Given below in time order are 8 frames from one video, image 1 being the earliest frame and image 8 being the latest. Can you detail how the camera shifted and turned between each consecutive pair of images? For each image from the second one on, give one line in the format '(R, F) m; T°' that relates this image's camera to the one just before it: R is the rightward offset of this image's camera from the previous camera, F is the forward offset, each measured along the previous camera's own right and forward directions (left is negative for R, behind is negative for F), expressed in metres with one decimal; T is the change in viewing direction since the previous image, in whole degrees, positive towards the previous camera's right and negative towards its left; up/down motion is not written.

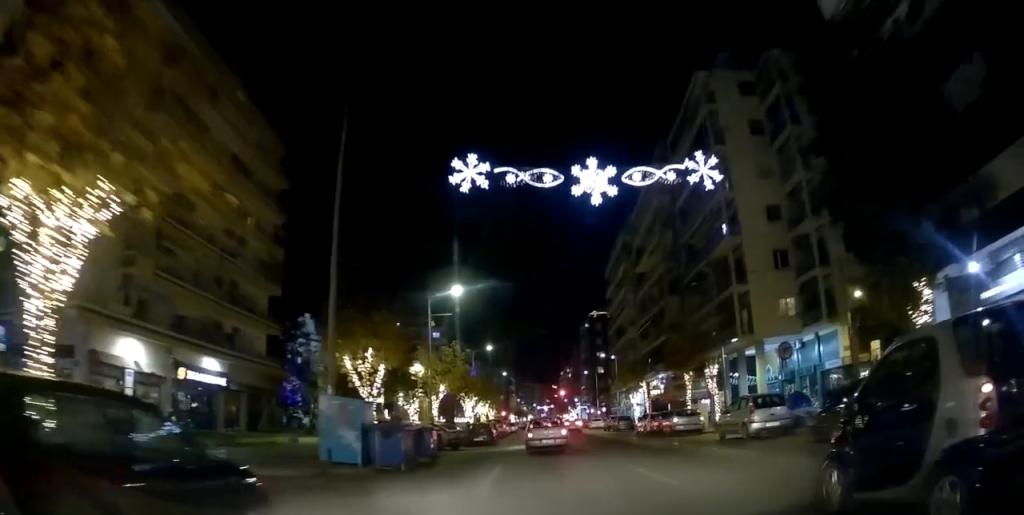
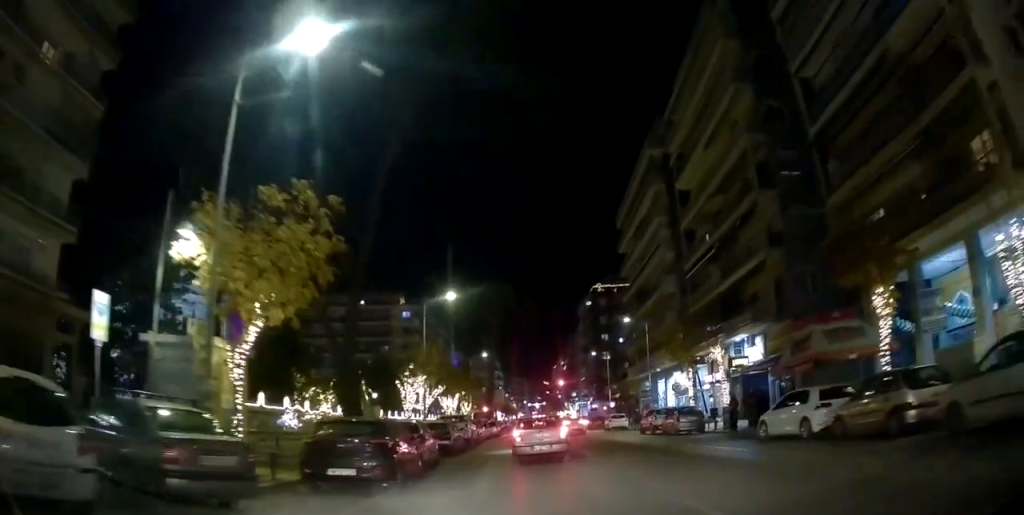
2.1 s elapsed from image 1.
(+2.9, +26.7) m; +10°
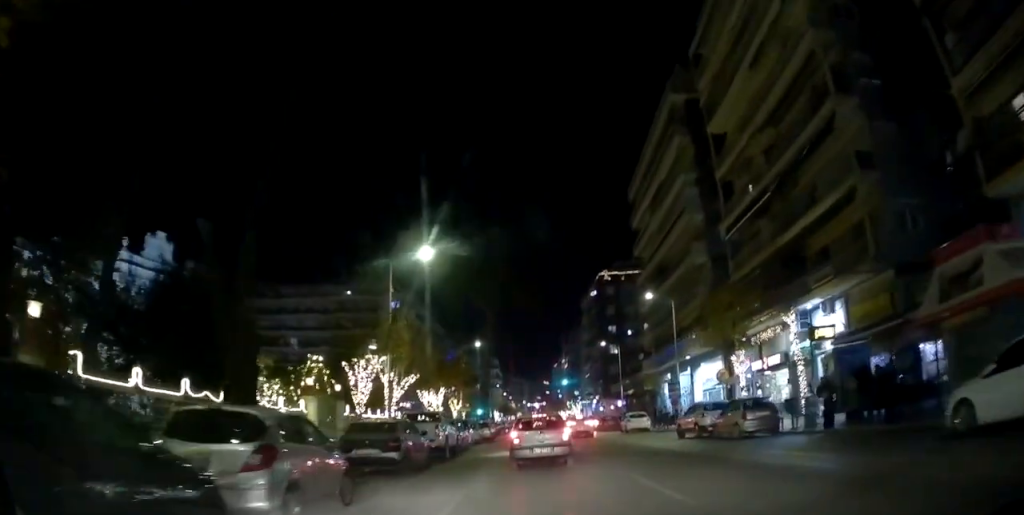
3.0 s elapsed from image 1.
(0.0, +10.8) m; -1°
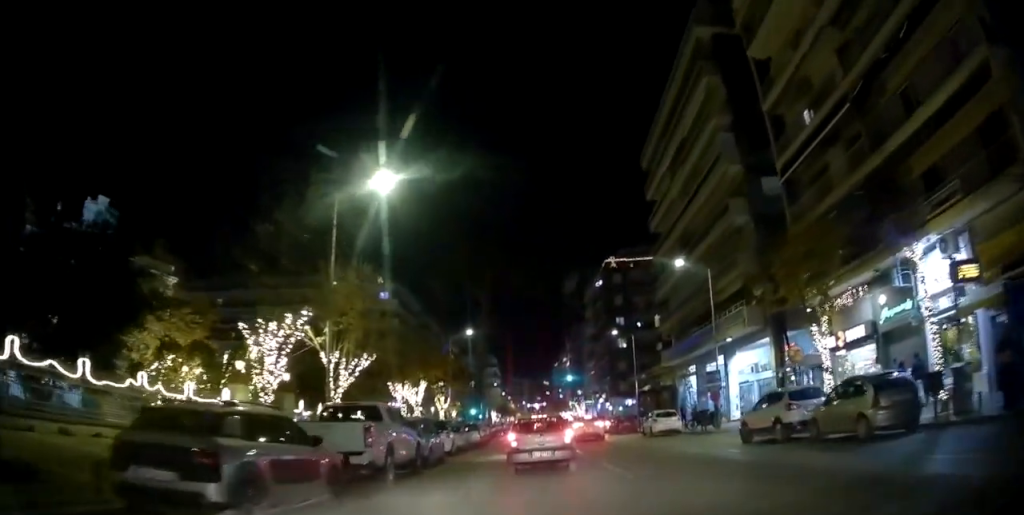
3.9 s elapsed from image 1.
(-0.2, +9.6) m; +3°
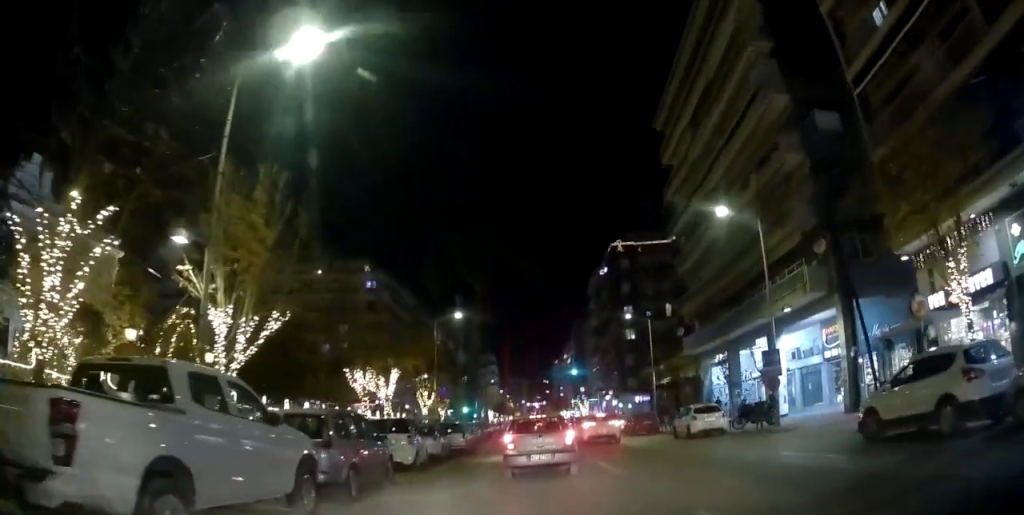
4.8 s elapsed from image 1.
(+0.6, +8.1) m; +1°
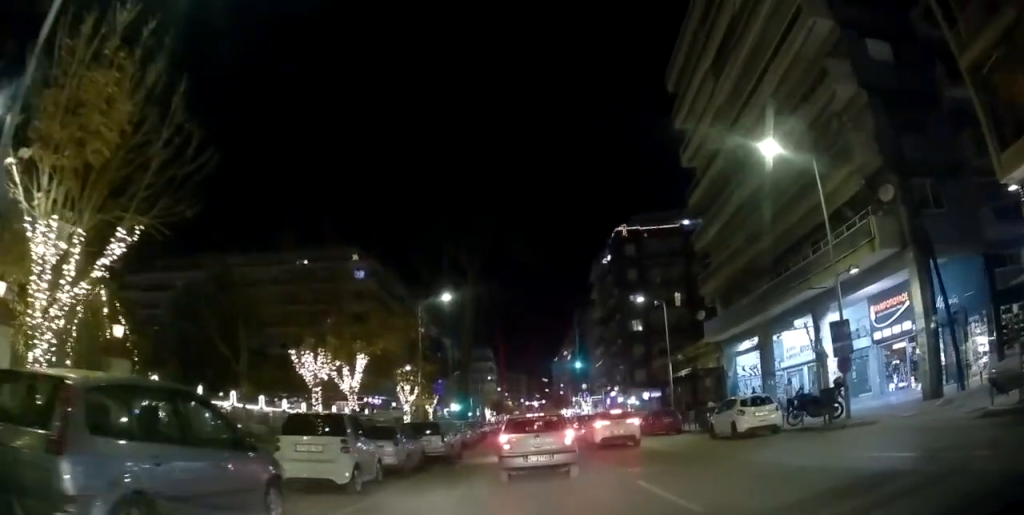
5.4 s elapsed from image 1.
(-0.1, +5.9) m; -1°
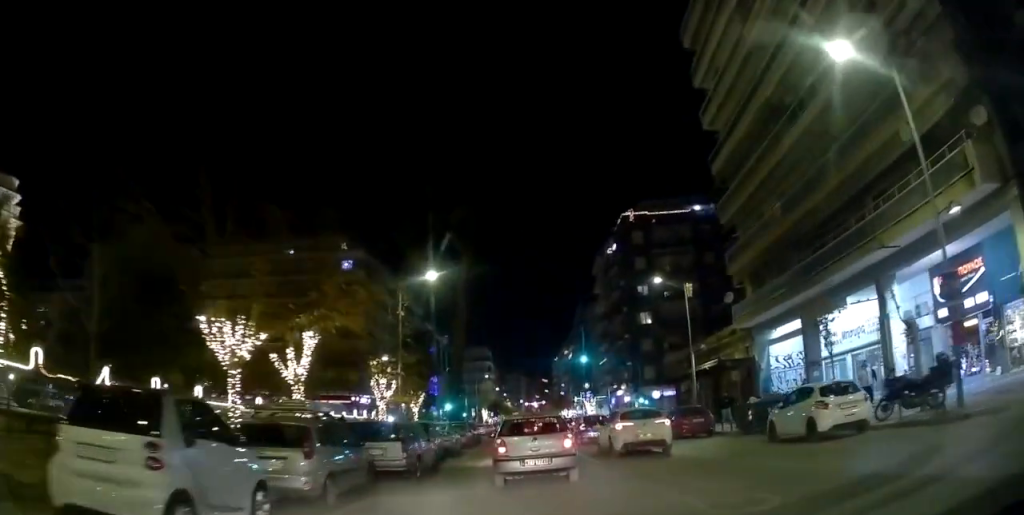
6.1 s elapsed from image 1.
(-0.2, +5.9) m; -2°
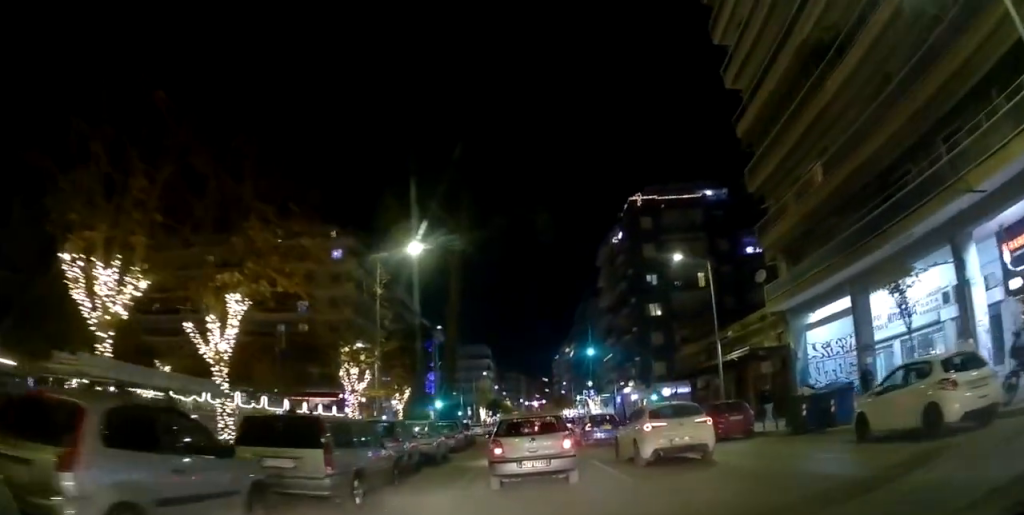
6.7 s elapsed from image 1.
(0.0, +5.0) m; 0°
